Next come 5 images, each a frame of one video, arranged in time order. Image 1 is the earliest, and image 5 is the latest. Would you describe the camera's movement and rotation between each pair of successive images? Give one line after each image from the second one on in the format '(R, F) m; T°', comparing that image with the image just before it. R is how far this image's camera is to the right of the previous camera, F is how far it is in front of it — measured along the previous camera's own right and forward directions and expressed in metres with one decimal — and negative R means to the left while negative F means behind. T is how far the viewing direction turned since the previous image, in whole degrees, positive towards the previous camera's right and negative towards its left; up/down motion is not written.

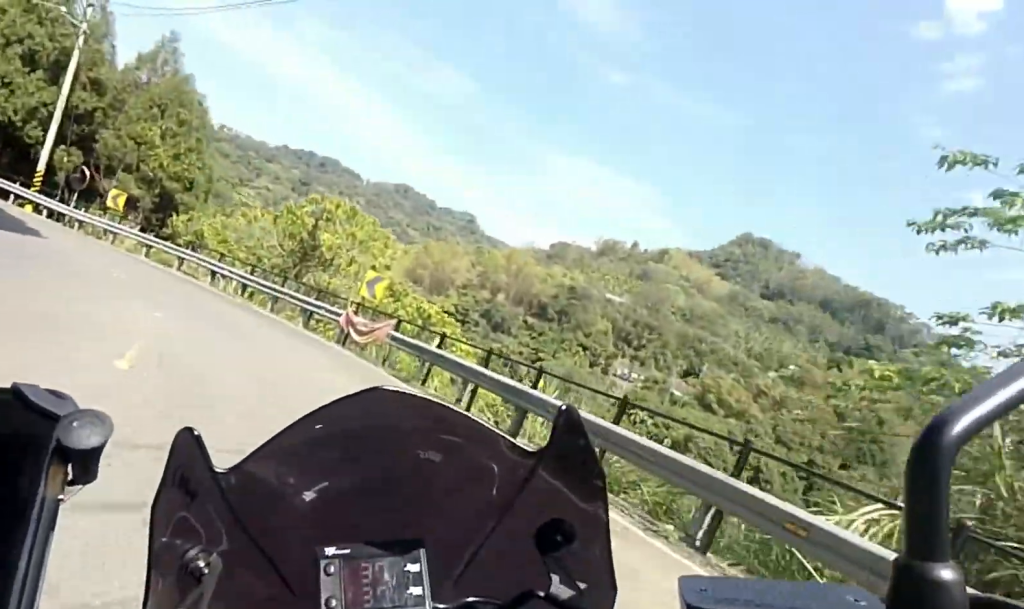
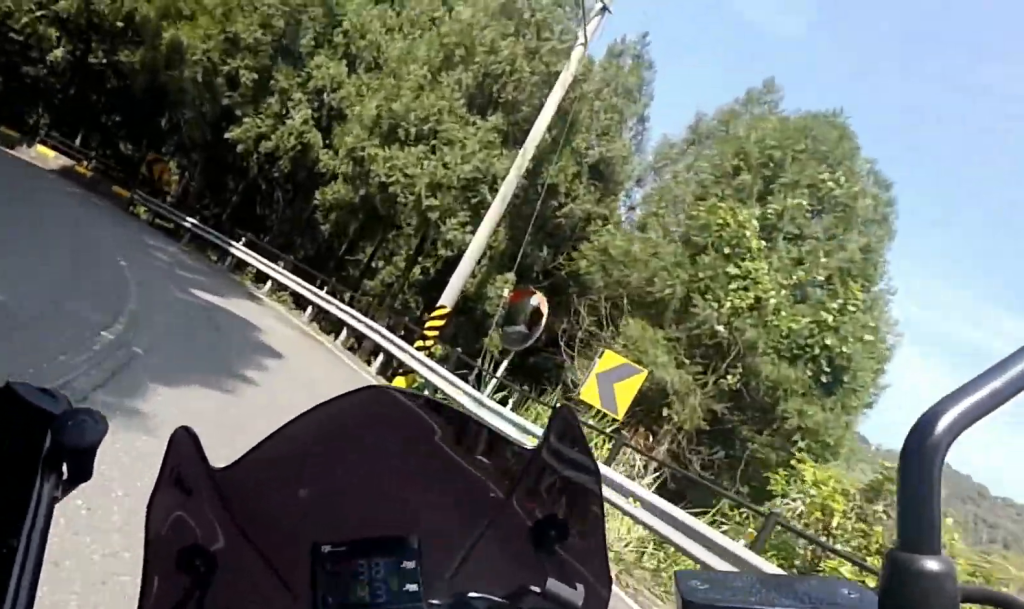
(-6.3, +11.0) m; -66°
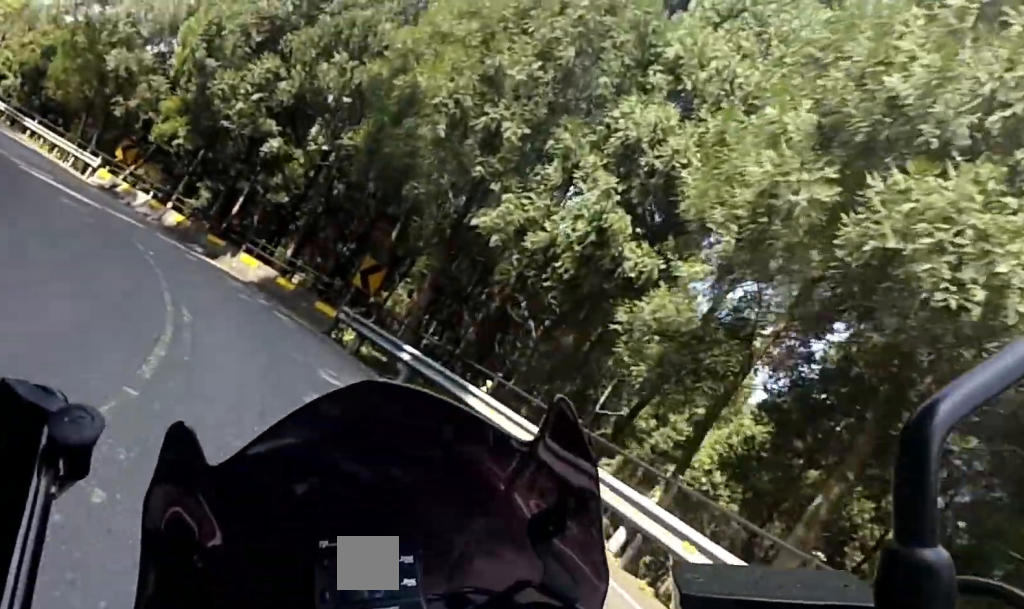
(-1.0, +6.0) m; -22°
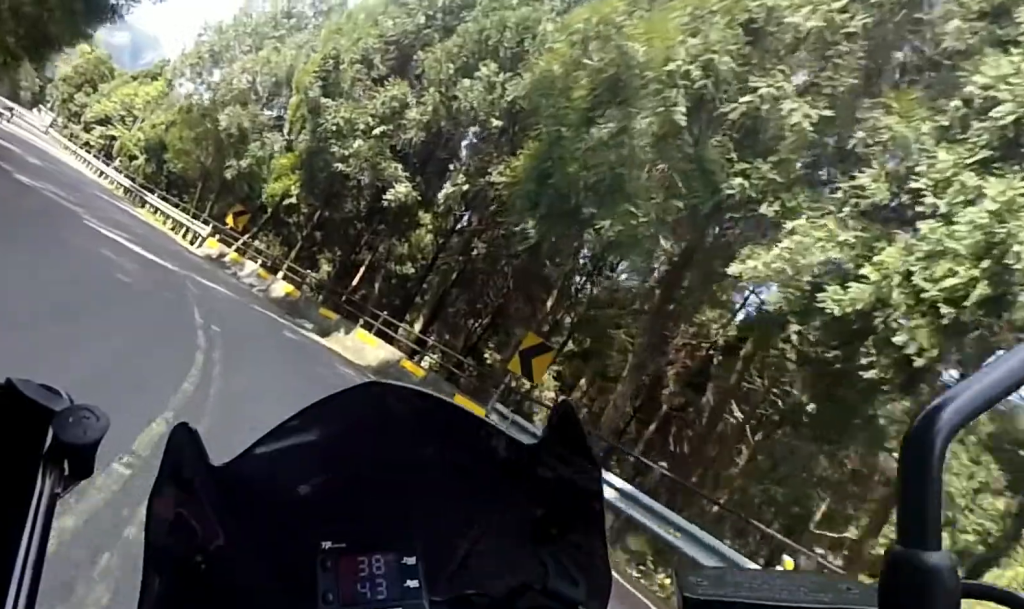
(-0.4, +3.7) m; -13°
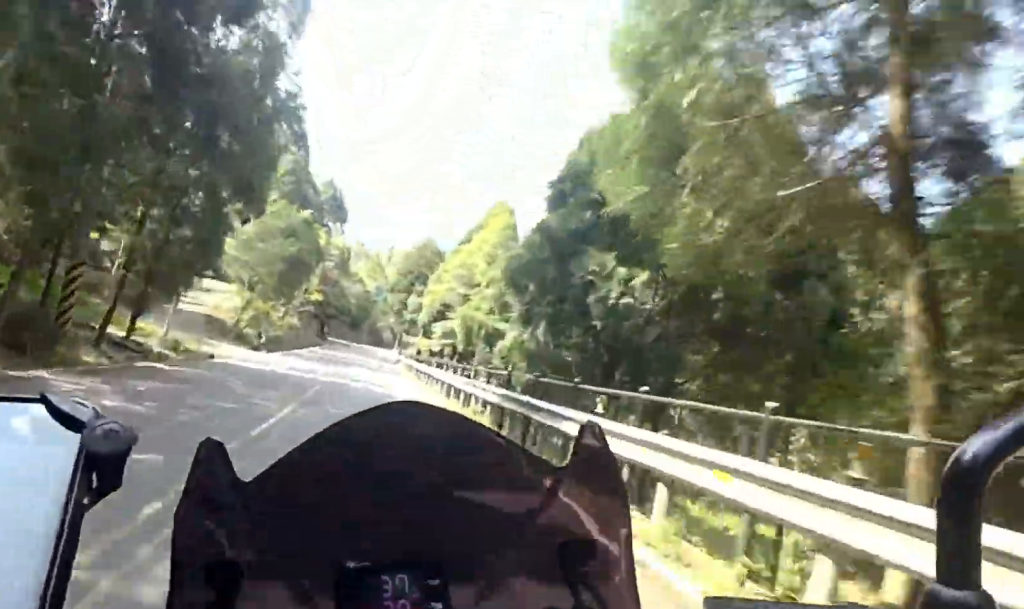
(-7.9, +21.8) m; -24°
